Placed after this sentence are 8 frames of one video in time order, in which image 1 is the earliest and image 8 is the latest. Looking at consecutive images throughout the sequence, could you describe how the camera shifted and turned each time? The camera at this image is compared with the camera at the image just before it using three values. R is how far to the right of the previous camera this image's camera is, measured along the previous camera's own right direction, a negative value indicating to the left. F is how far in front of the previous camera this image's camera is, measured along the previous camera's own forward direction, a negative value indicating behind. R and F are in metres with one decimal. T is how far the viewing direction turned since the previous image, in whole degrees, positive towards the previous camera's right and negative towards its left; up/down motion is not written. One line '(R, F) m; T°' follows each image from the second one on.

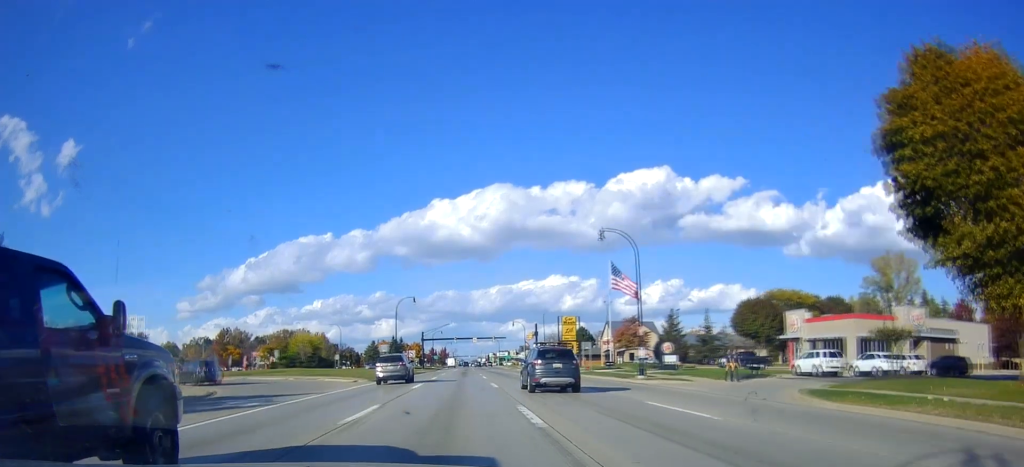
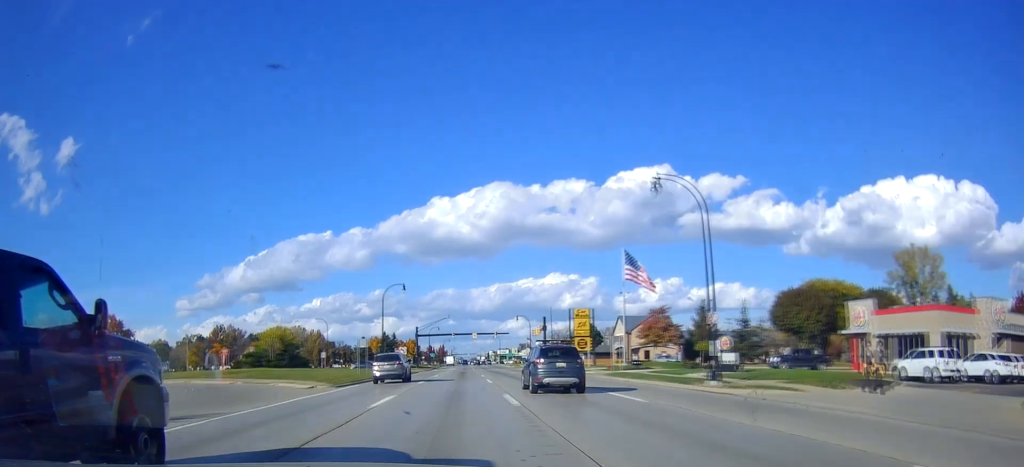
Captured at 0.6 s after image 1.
(-0.4, +11.1) m; 0°
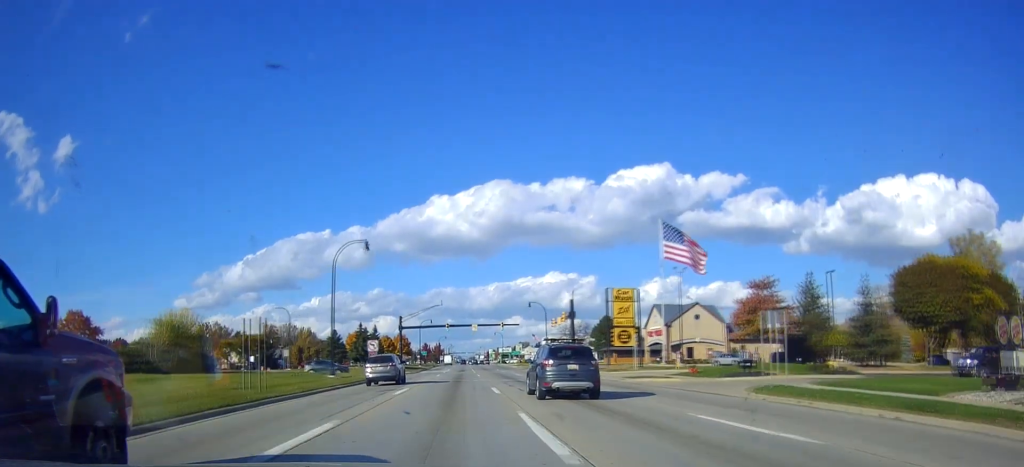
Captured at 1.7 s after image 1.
(+0.8, +22.8) m; +1°
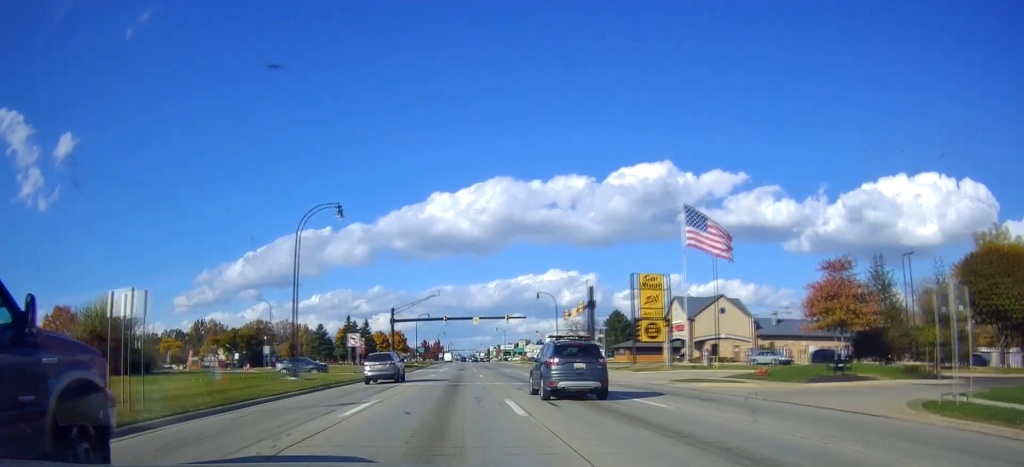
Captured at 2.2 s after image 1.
(-0.2, +9.1) m; 0°
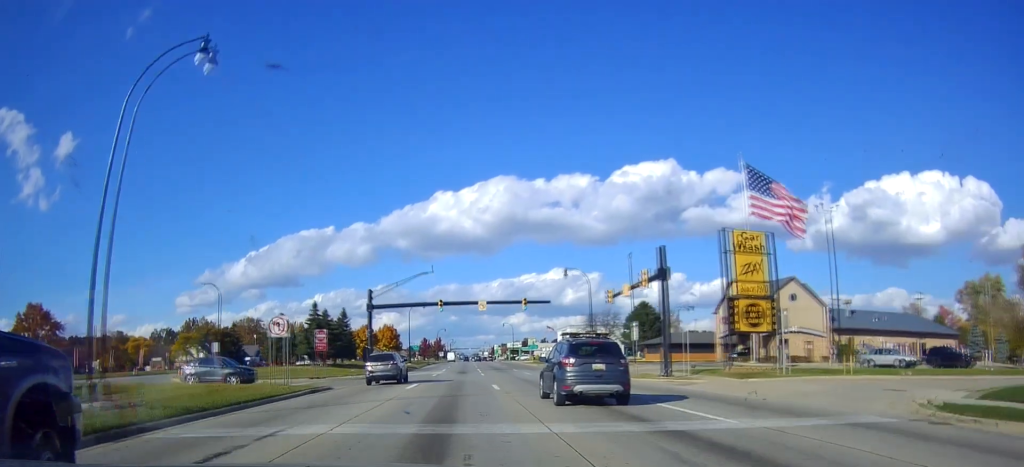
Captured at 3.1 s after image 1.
(+0.1, +18.4) m; +1°
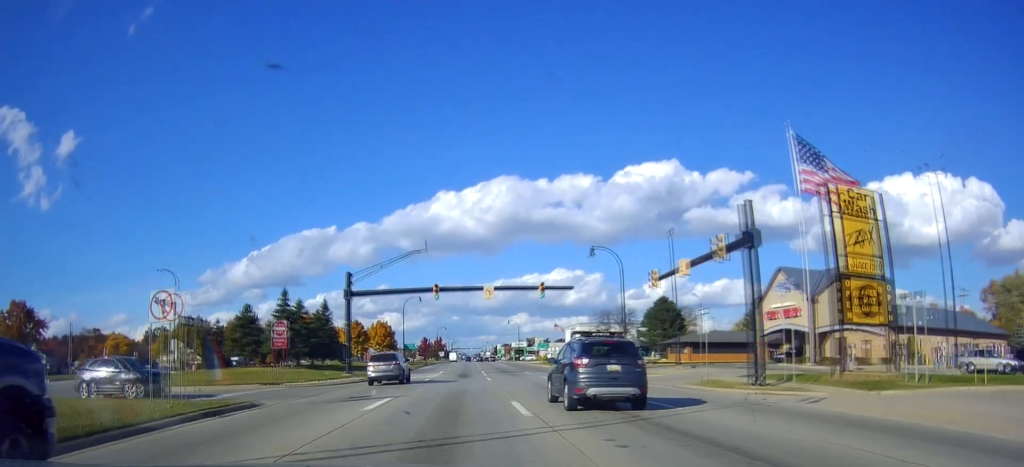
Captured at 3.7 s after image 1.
(+0.1, +10.6) m; 0°
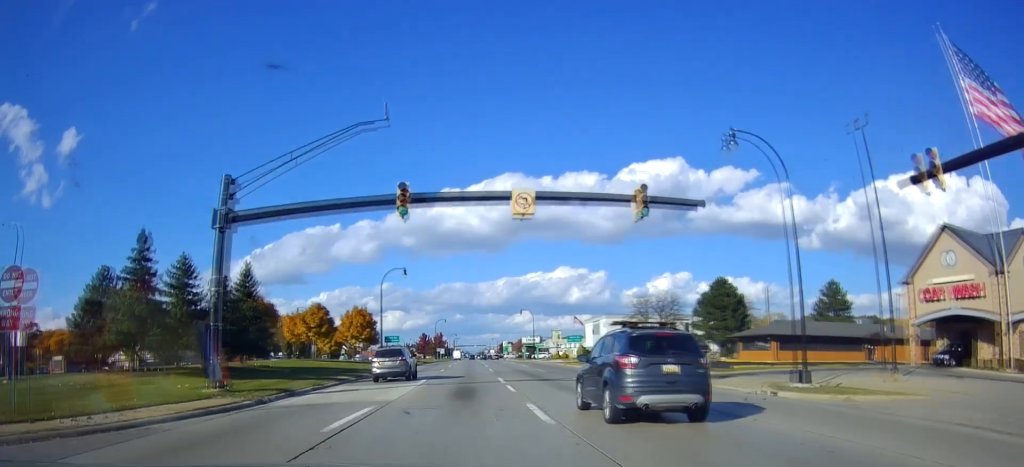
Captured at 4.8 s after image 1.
(-0.4, +23.4) m; -2°
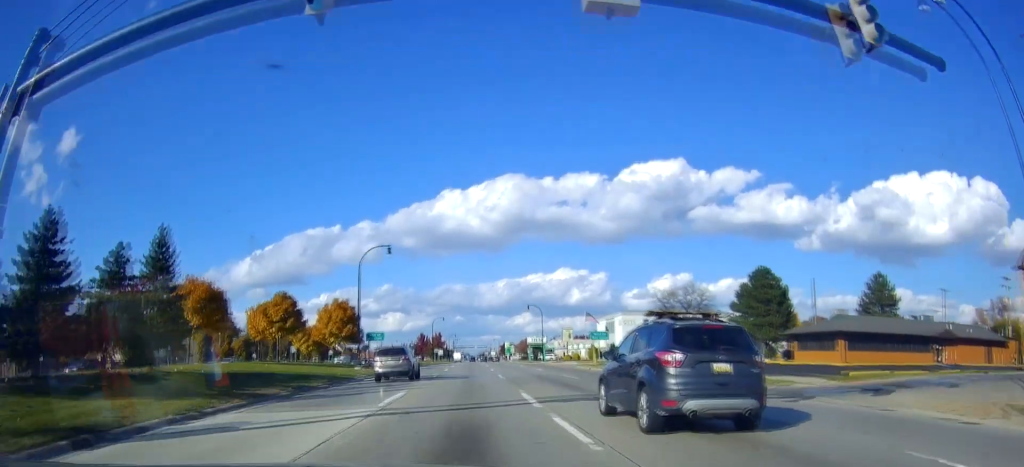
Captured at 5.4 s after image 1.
(-0.5, +12.1) m; 0°
